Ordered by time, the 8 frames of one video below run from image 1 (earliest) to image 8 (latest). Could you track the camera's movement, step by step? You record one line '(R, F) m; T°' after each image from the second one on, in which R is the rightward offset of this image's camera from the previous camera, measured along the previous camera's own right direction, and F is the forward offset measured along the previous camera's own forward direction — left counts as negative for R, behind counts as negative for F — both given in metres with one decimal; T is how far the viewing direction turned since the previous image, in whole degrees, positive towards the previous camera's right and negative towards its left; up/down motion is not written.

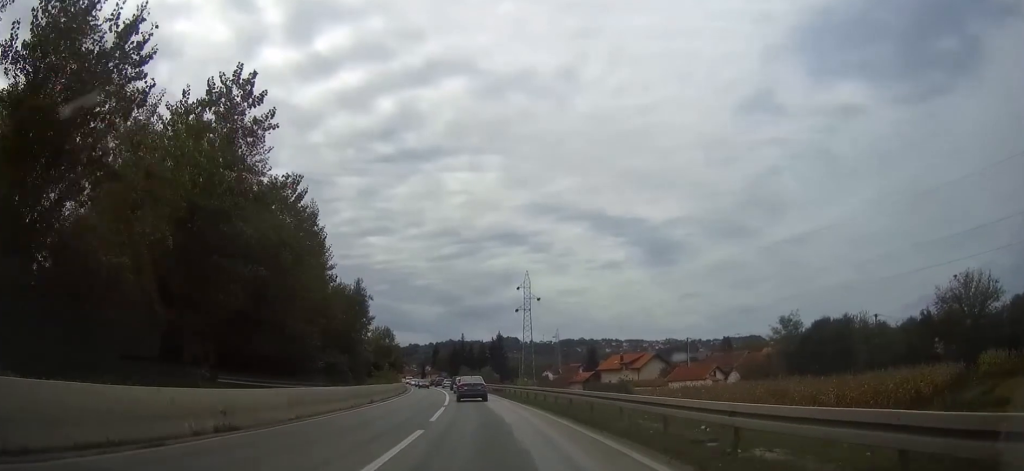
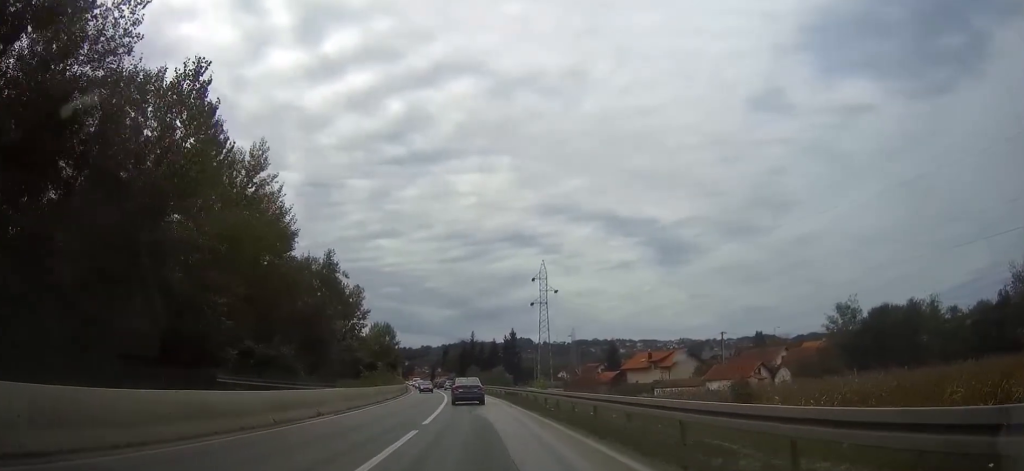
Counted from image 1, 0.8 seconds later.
(-0.1, +14.3) m; -1°
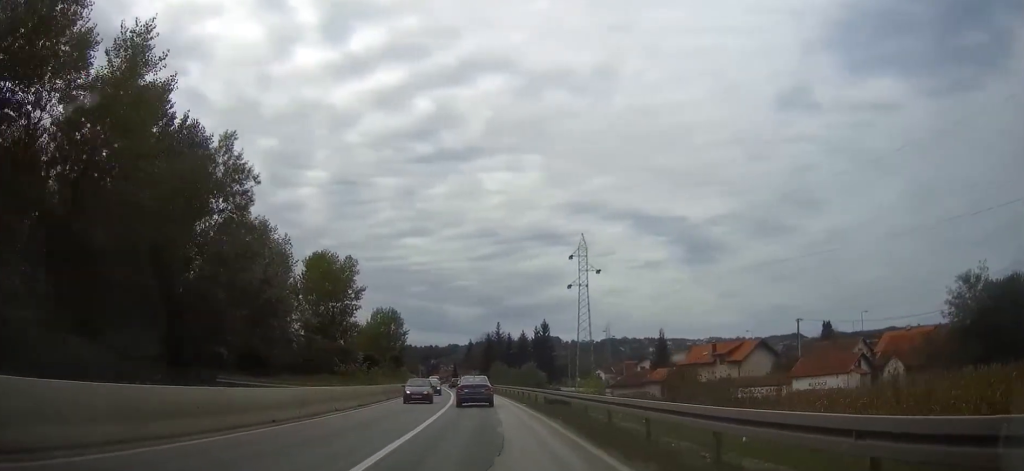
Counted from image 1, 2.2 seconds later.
(-0.4, +22.0) m; -3°
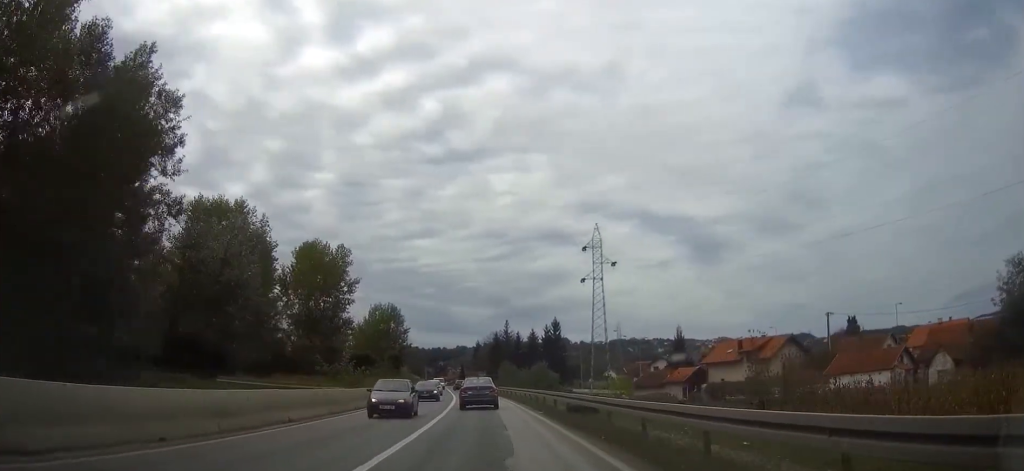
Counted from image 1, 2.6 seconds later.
(0.0, +7.5) m; -1°
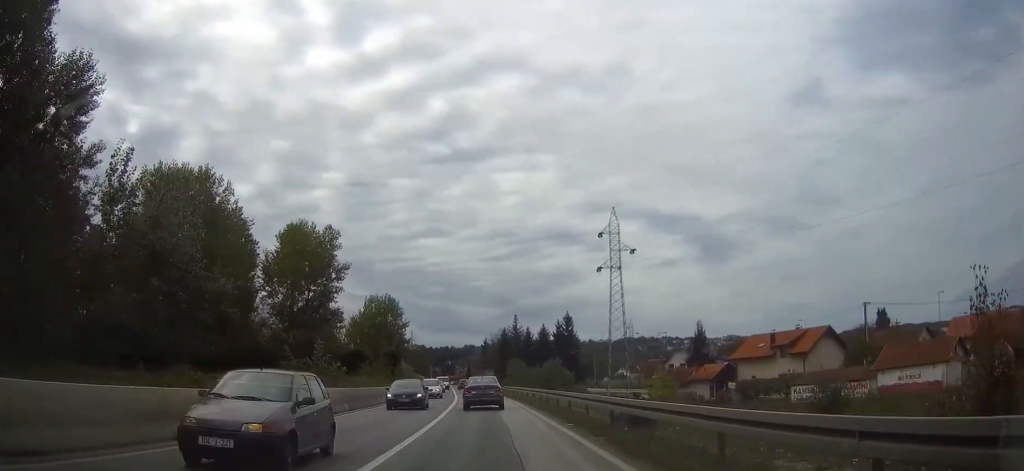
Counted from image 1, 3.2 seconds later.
(-0.1, +8.4) m; -1°
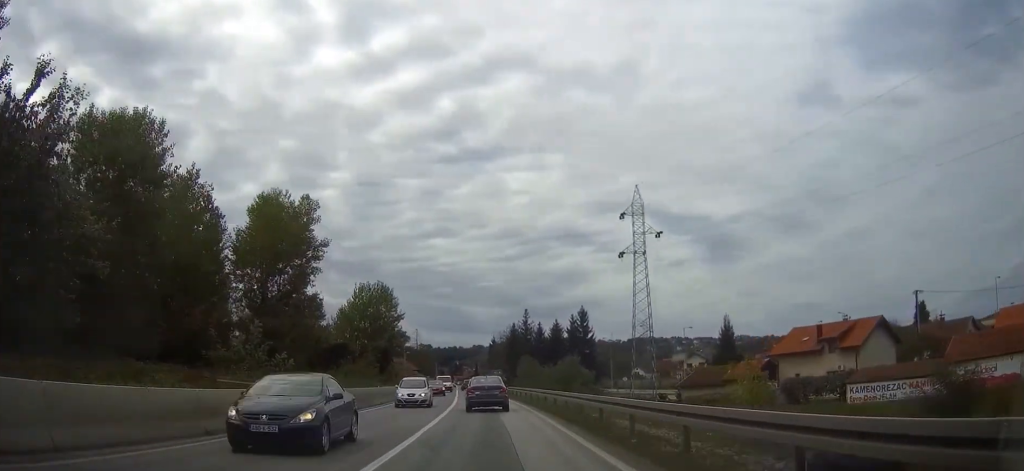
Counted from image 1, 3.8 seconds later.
(-0.1, +10.5) m; -1°
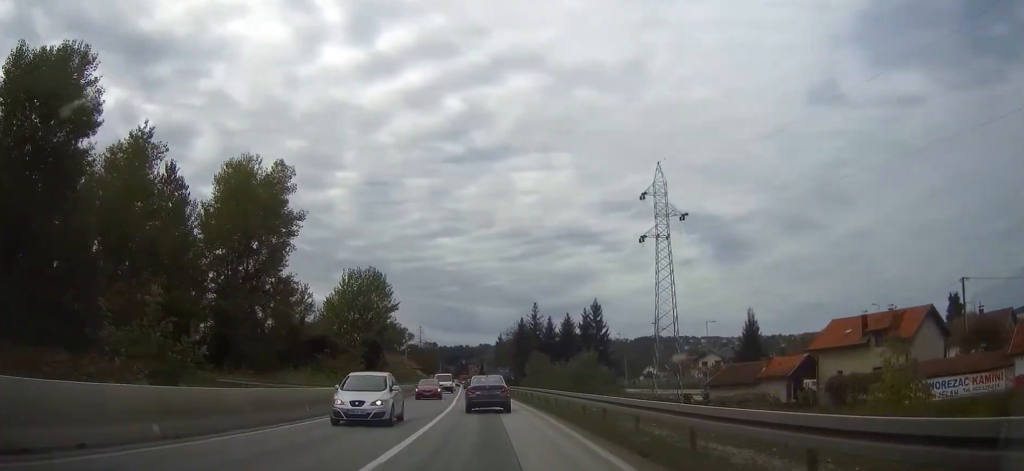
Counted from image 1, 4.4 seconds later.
(-0.1, +8.3) m; 0°
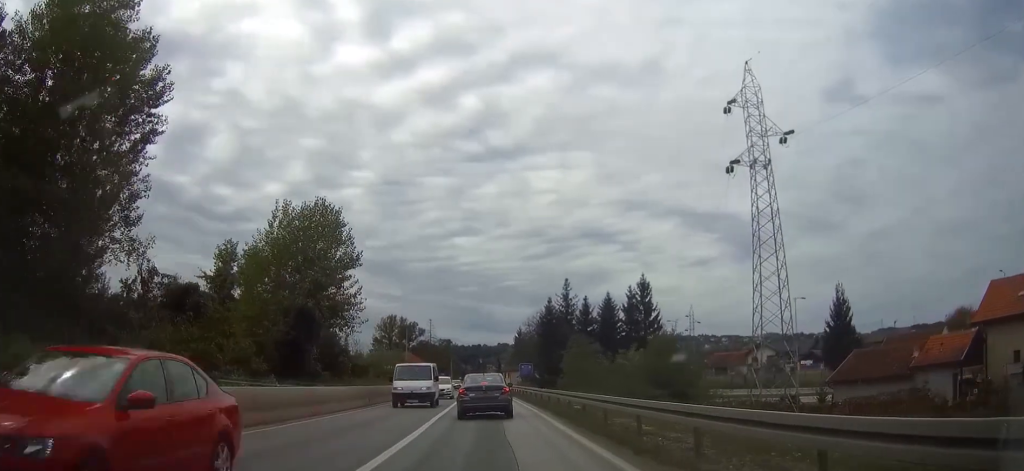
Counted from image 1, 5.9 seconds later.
(-0.2, +23.4) m; -1°
